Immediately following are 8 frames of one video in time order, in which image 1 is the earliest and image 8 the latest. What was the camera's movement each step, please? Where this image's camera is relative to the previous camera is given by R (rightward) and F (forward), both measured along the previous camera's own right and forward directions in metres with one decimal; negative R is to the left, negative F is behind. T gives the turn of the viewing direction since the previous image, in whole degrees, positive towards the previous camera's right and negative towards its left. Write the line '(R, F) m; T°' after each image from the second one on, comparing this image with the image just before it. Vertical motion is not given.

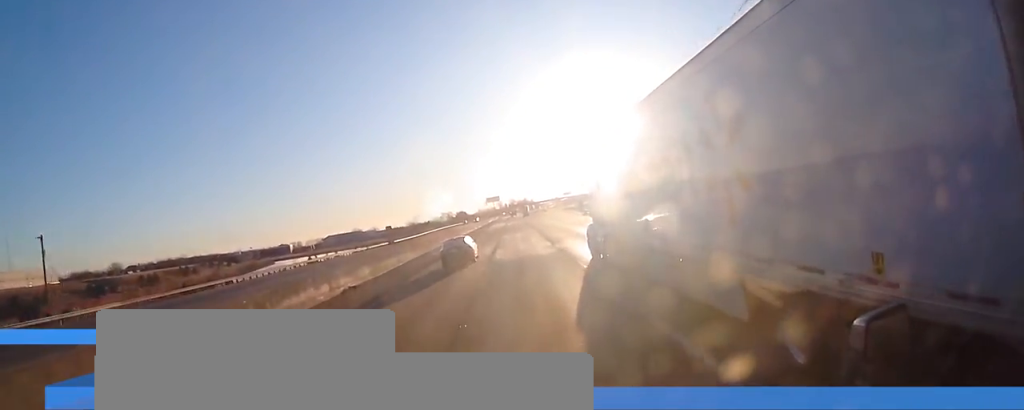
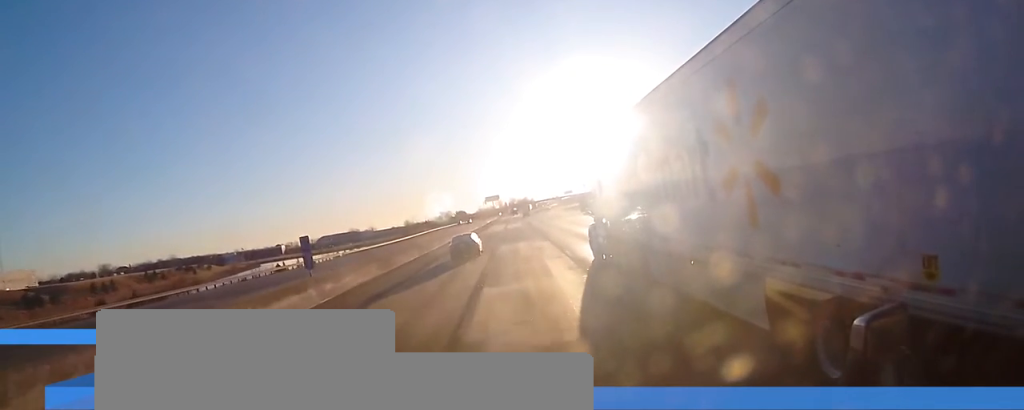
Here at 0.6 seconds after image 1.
(+0.2, +17.8) m; +1°
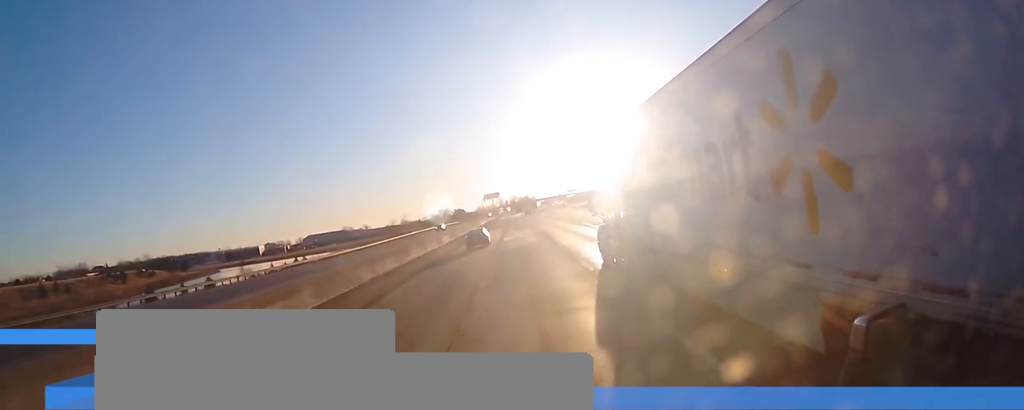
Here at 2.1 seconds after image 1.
(0.0, +42.8) m; 0°
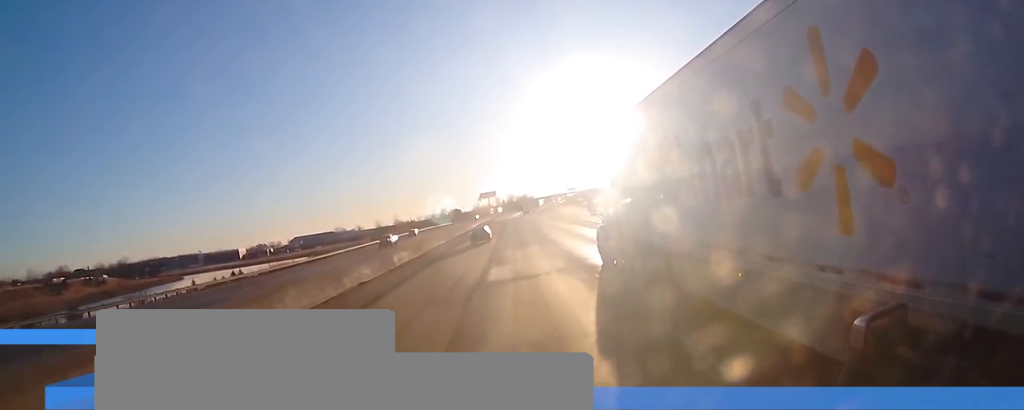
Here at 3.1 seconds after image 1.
(-0.1, +27.9) m; 0°
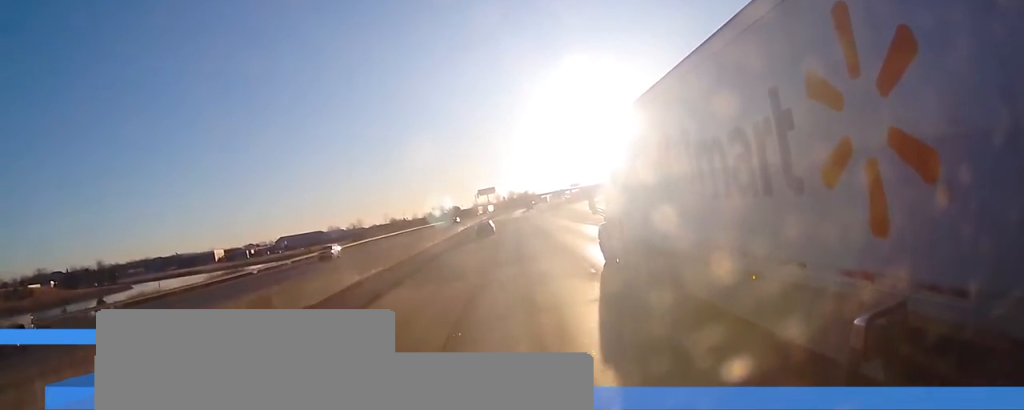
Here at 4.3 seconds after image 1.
(0.0, +34.2) m; 0°
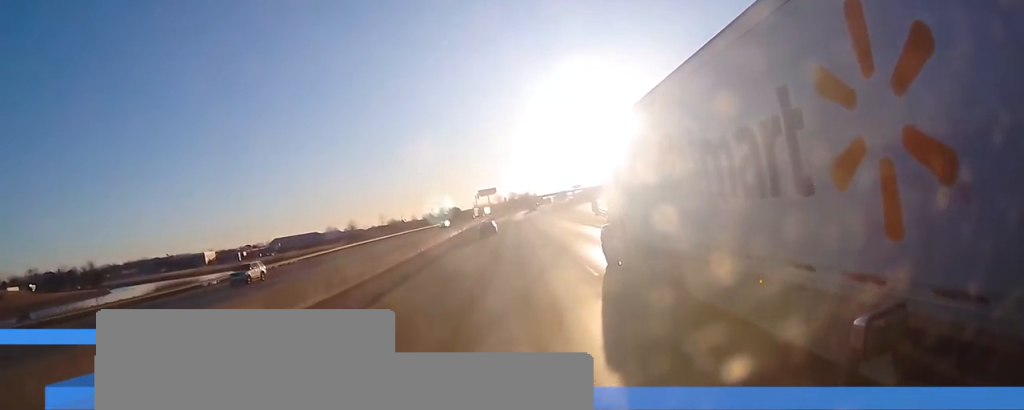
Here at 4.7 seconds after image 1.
(0.0, +13.0) m; 0°
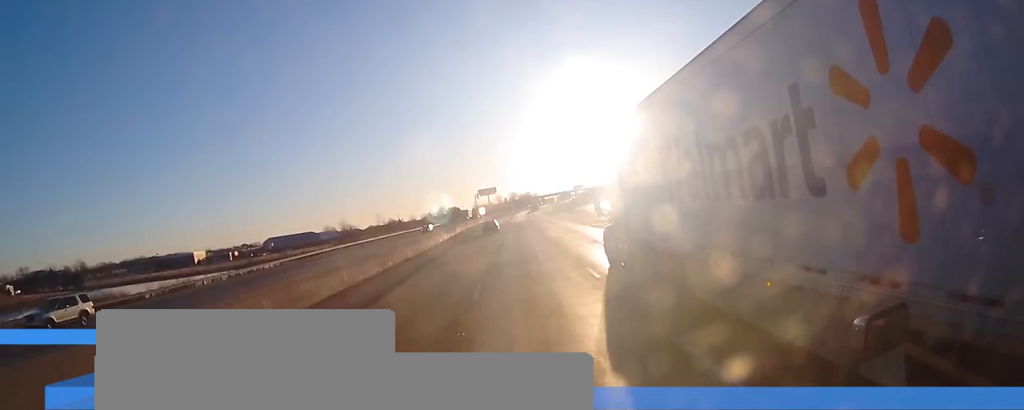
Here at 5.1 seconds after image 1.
(0.0, +12.5) m; -1°
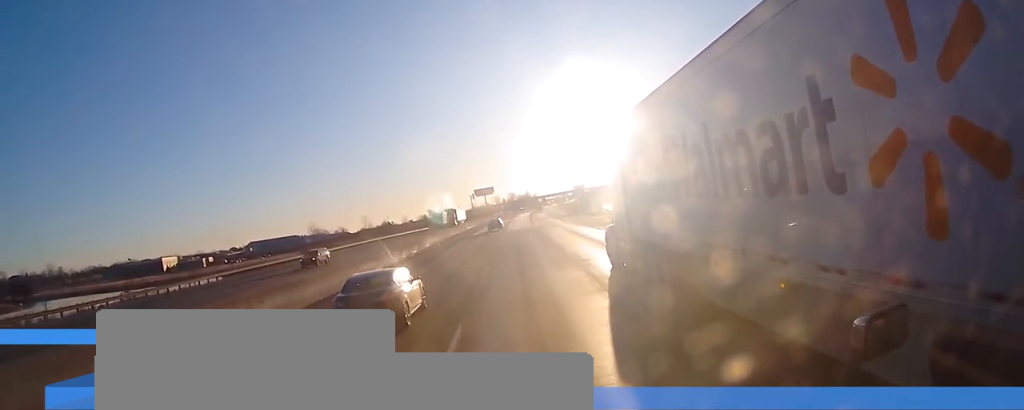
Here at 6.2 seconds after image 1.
(-0.4, +30.2) m; 0°
